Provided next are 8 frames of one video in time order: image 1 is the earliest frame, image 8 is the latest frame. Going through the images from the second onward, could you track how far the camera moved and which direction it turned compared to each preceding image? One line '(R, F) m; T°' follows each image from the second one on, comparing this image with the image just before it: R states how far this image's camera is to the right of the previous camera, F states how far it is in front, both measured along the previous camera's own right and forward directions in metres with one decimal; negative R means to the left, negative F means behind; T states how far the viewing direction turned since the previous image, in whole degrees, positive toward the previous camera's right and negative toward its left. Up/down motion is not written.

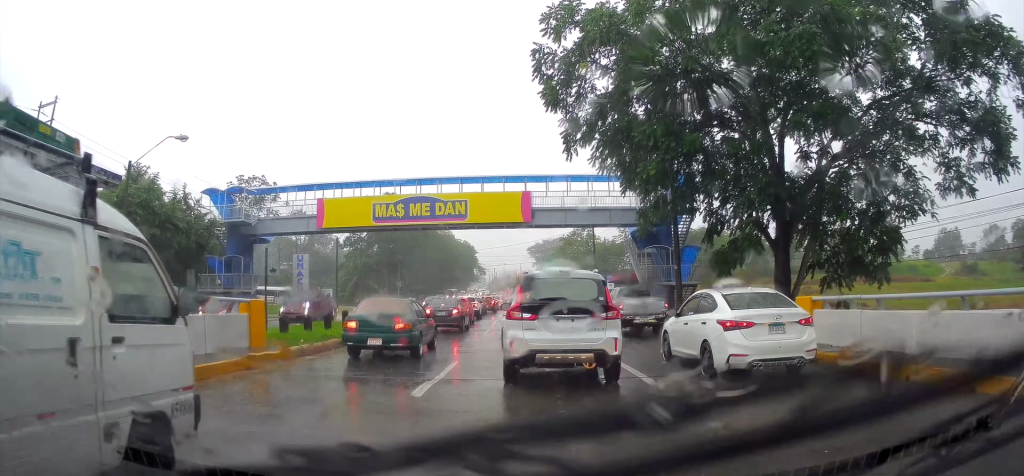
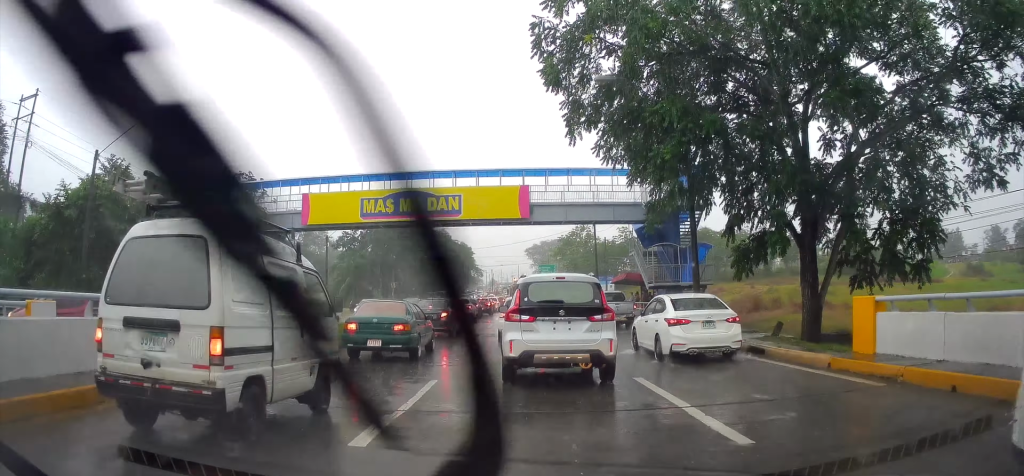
(+0.1, +3.3) m; 0°
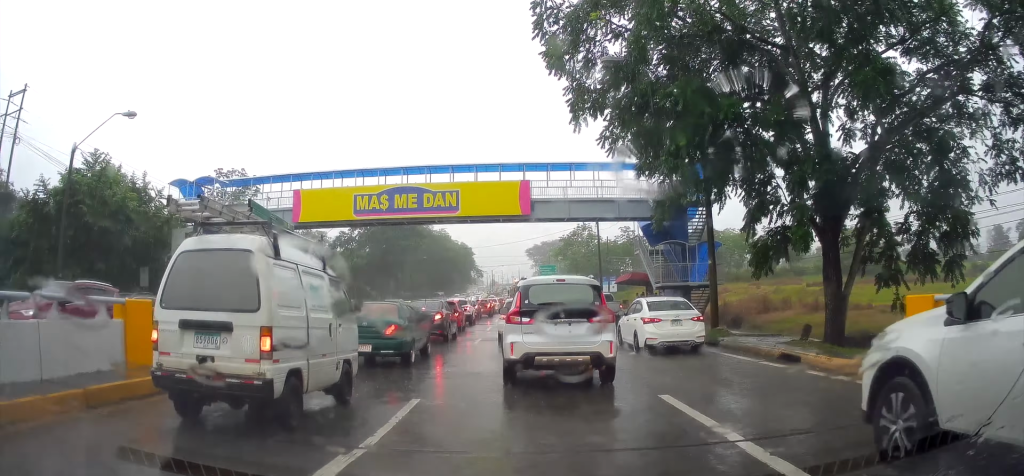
(-0.1, +1.8) m; 0°
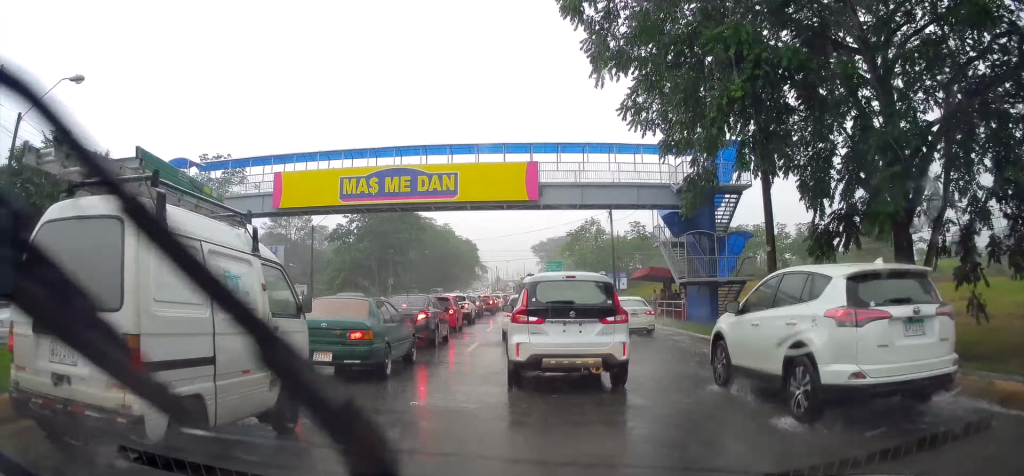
(+0.1, +3.4) m; 0°
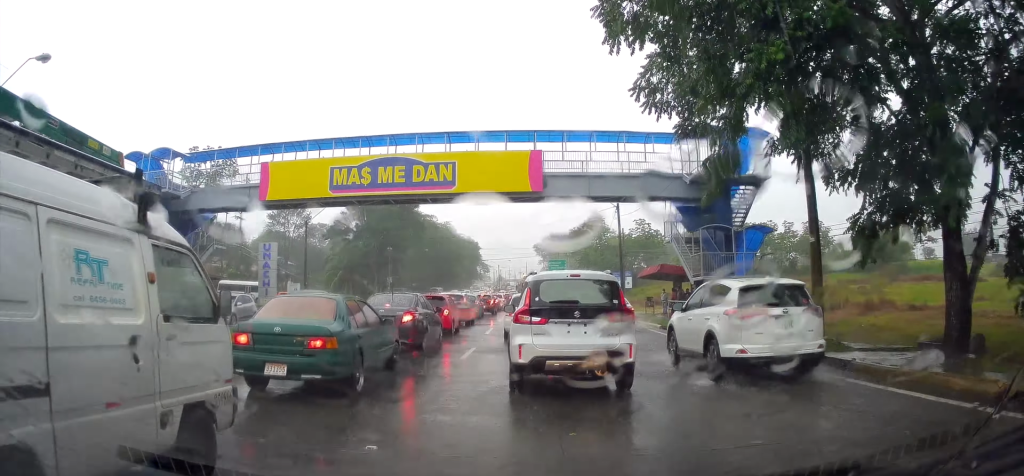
(+0.1, +1.9) m; -1°
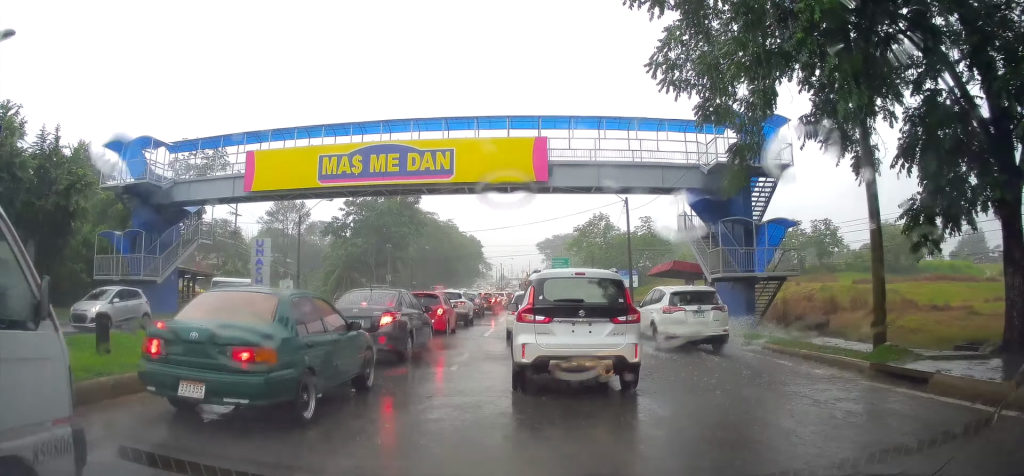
(-0.1, +2.1) m; -4°
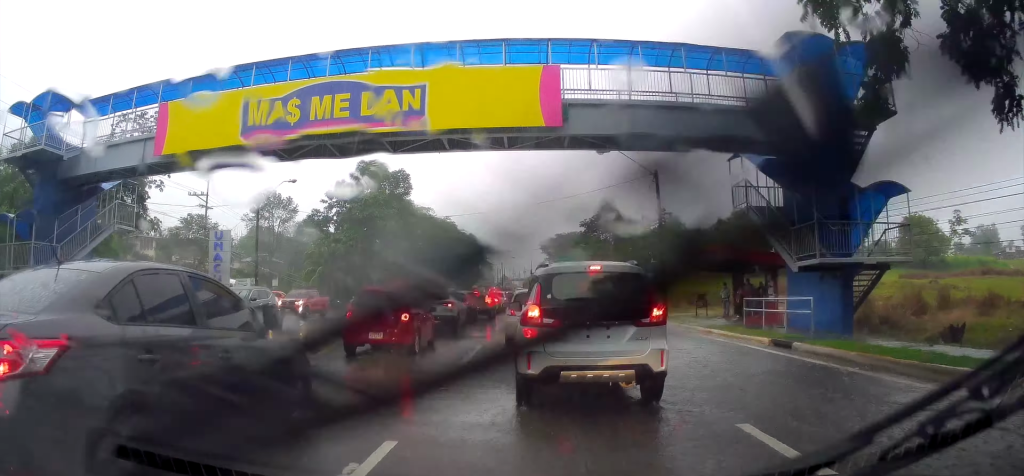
(-1.1, +7.4) m; -13°
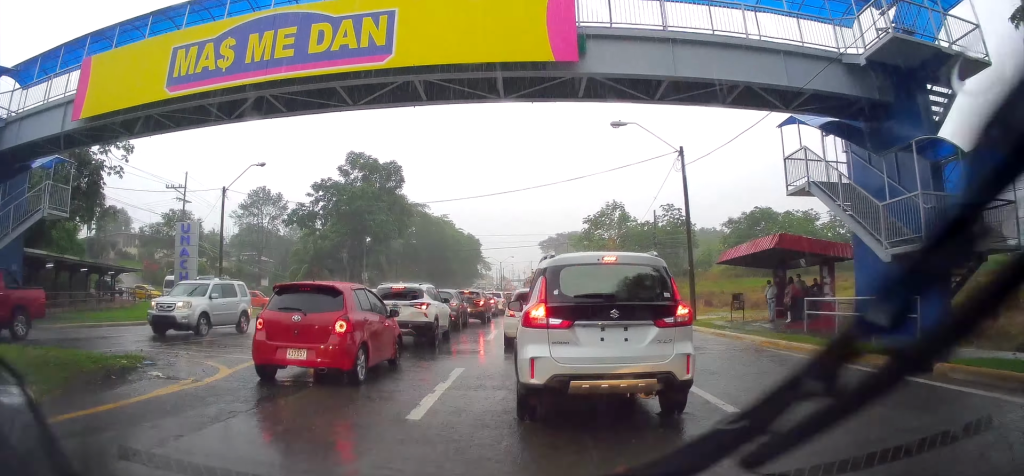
(-0.1, +4.0) m; -7°
